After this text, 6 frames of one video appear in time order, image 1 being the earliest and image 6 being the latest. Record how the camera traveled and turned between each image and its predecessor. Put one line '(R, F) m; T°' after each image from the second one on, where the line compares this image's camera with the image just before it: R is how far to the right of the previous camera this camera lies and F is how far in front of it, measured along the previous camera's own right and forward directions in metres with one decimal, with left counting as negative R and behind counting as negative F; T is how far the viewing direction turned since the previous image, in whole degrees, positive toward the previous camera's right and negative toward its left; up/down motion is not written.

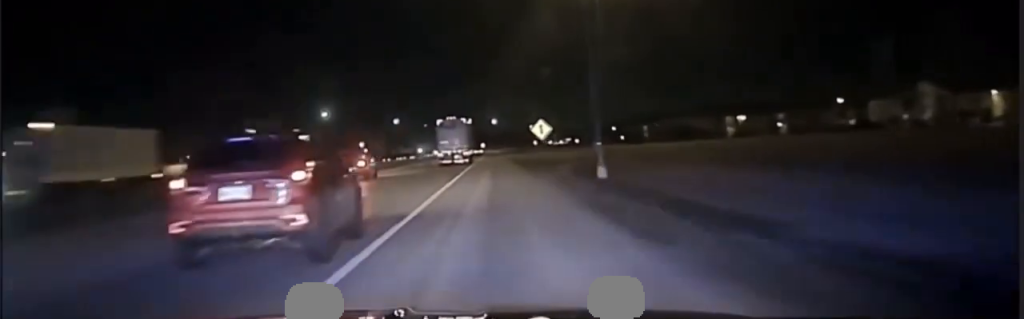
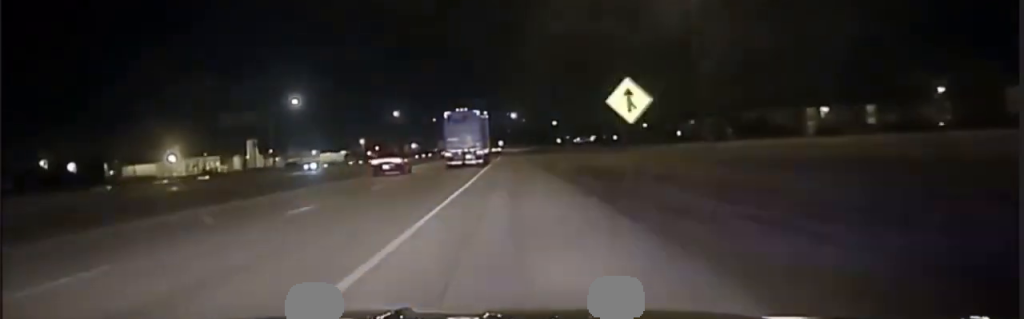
(-0.8, +48.3) m; -2°
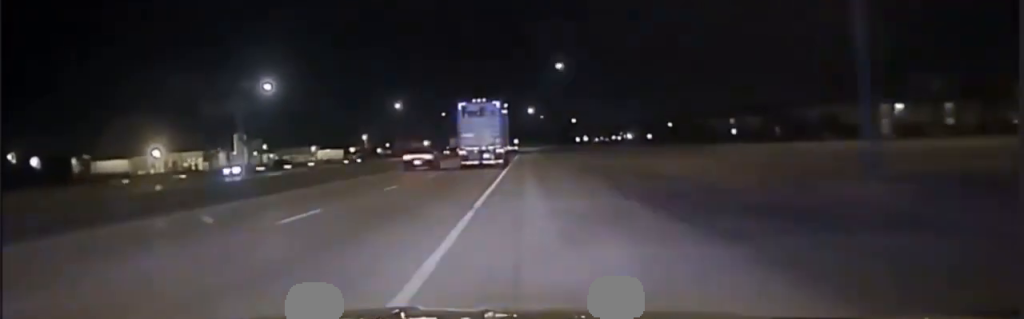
(-0.3, +26.7) m; -1°
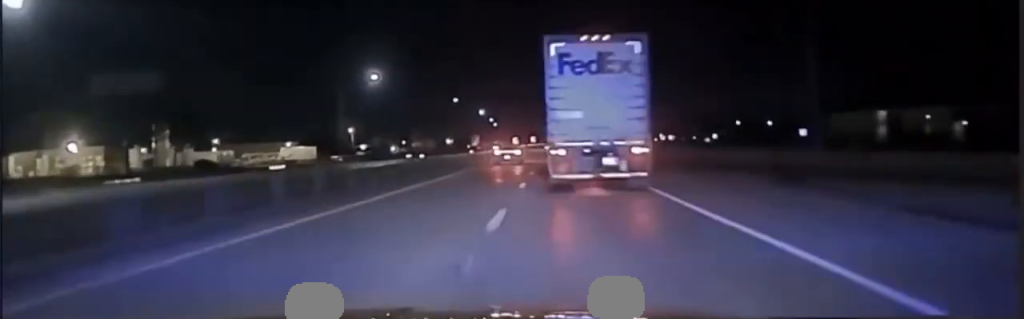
(-1.1, +71.2) m; -1°
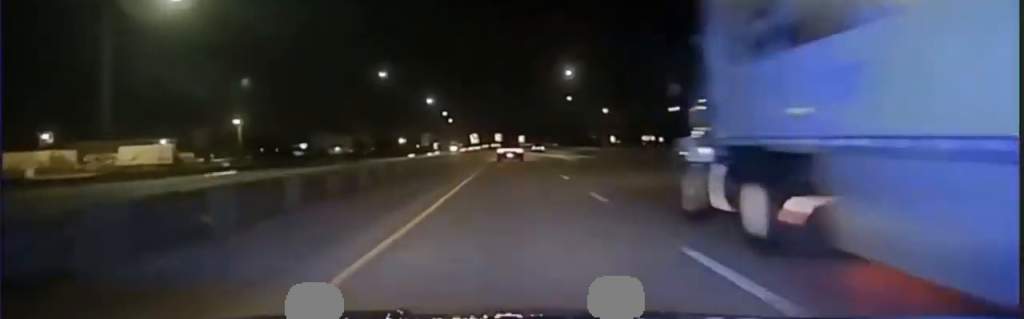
(+0.5, +57.9) m; +2°
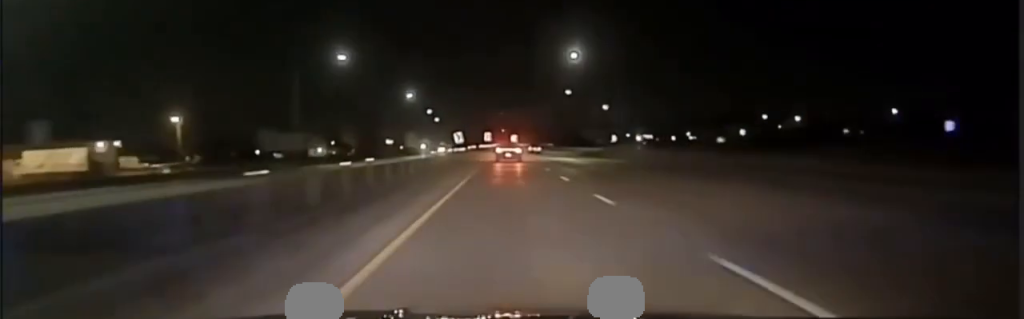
(+0.3, +23.8) m; +1°
